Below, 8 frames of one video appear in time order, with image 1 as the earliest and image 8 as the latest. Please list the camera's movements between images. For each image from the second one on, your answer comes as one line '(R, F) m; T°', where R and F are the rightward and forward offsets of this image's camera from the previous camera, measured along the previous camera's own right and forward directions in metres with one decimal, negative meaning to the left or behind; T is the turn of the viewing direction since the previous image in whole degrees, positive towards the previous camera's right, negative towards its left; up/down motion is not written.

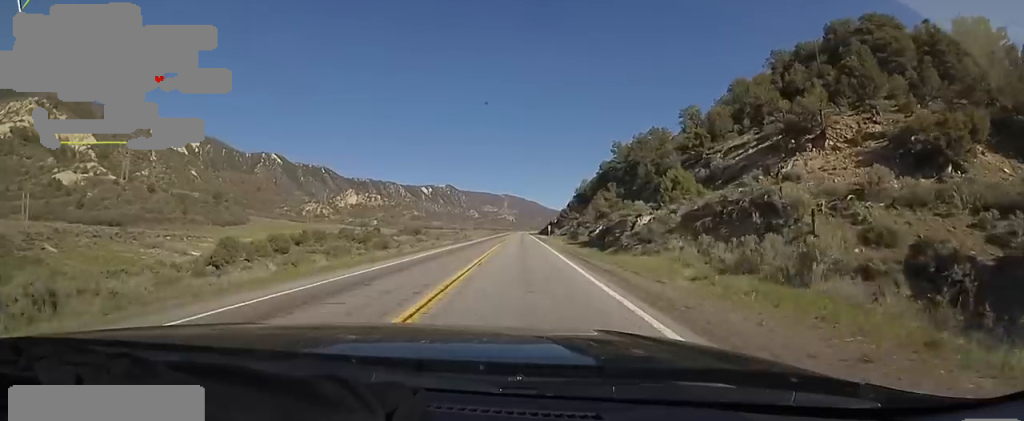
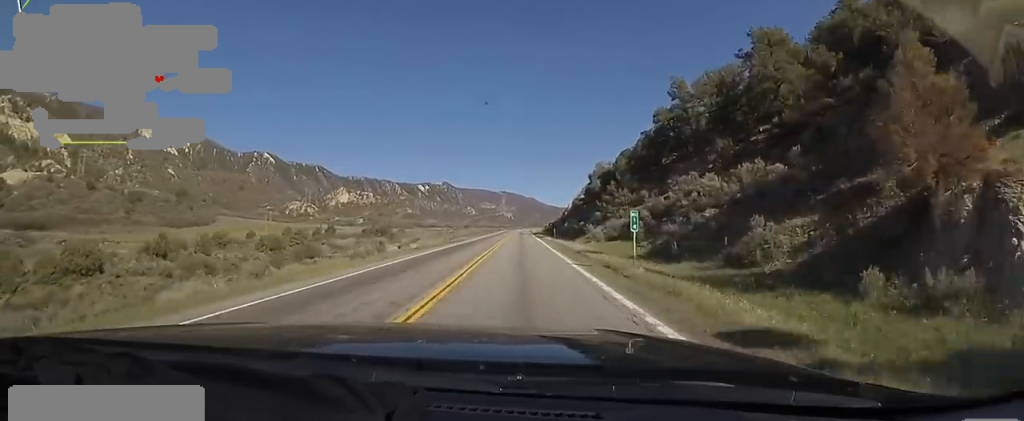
(+1.2, +50.6) m; +2°
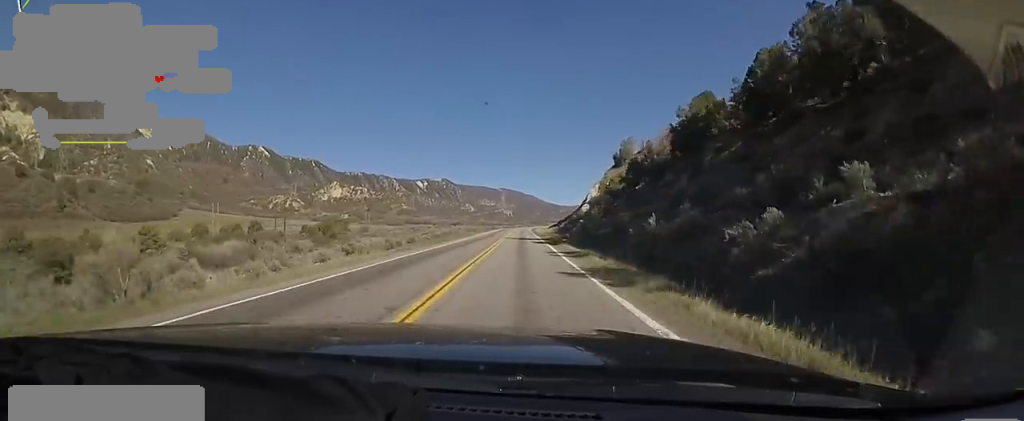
(0.0, +47.8) m; -2°
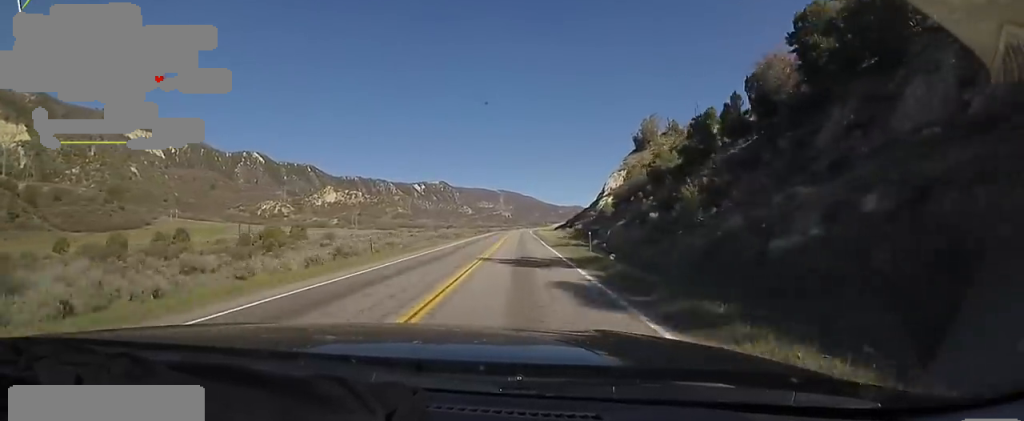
(-1.0, +27.5) m; +1°
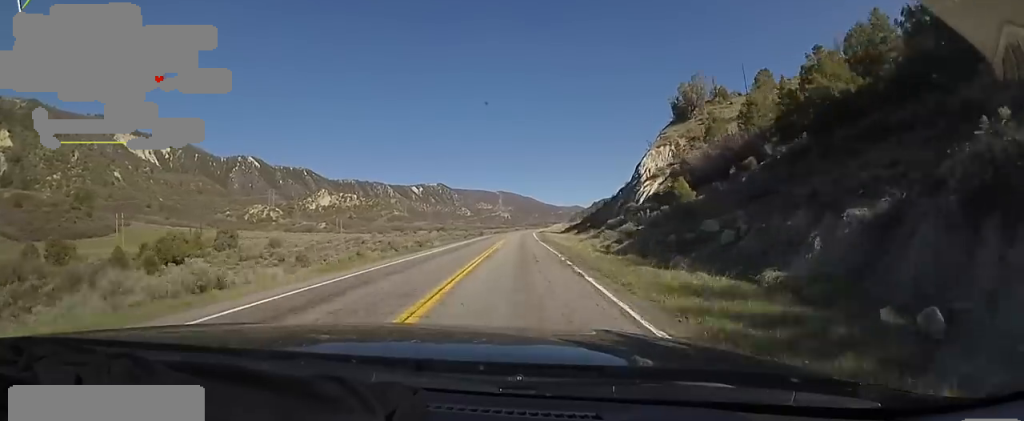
(+1.7, +29.4) m; +2°
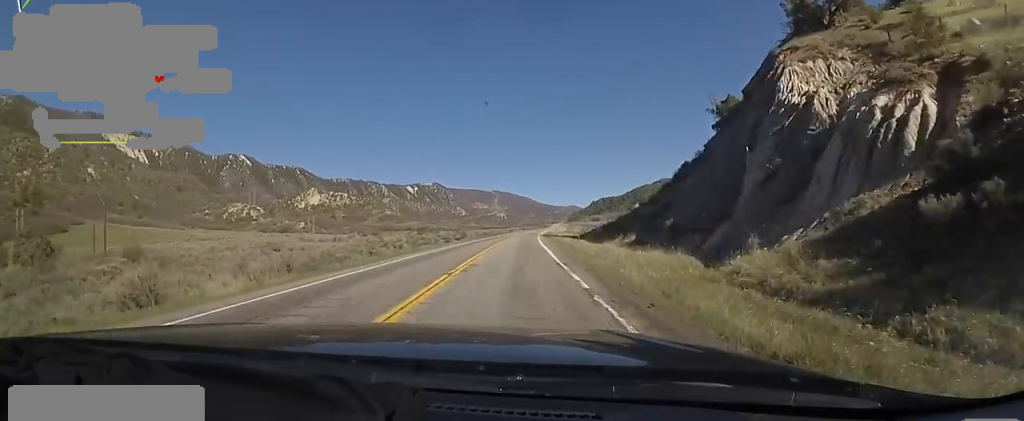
(-0.9, +39.6) m; -1°
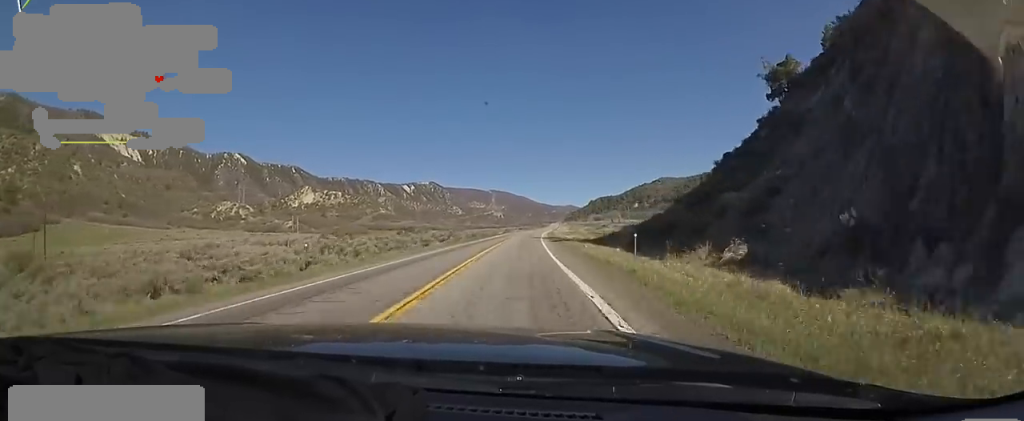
(-0.1, +17.9) m; +1°
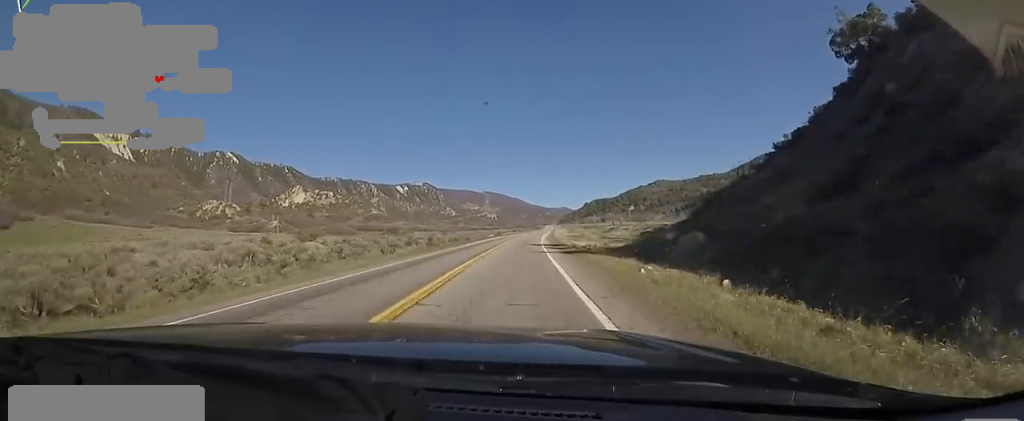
(+0.3, +15.9) m; 0°
